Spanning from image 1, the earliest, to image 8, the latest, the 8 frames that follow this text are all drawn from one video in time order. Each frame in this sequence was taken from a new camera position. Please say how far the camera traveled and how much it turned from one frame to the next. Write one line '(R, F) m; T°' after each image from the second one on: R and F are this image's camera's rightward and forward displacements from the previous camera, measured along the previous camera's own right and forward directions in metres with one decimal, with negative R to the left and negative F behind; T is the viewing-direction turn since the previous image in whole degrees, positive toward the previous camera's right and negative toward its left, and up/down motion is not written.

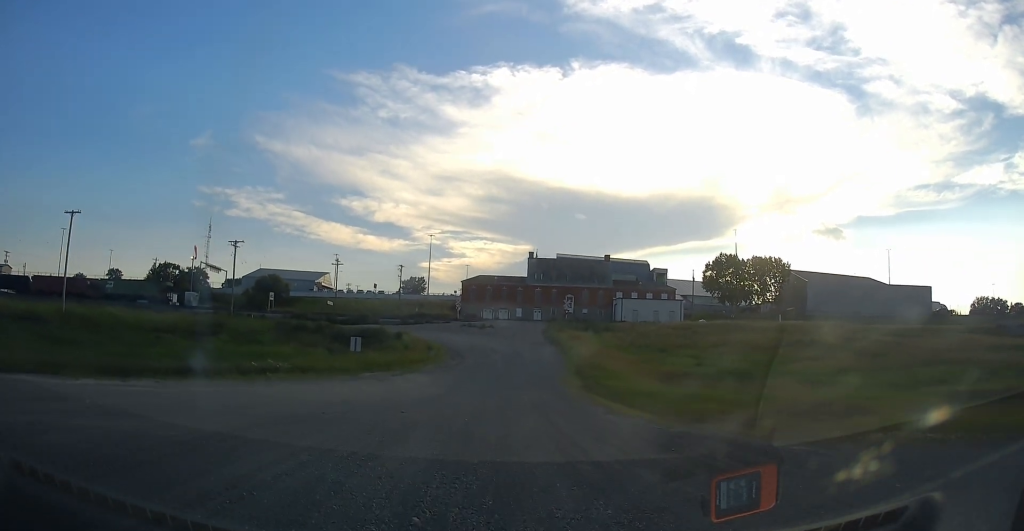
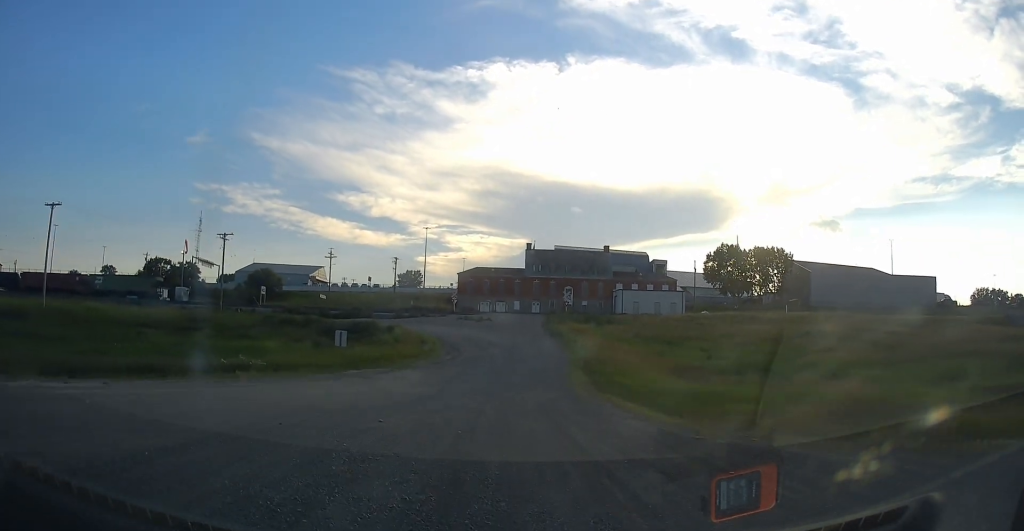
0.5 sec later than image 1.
(-0.1, +2.9) m; 0°
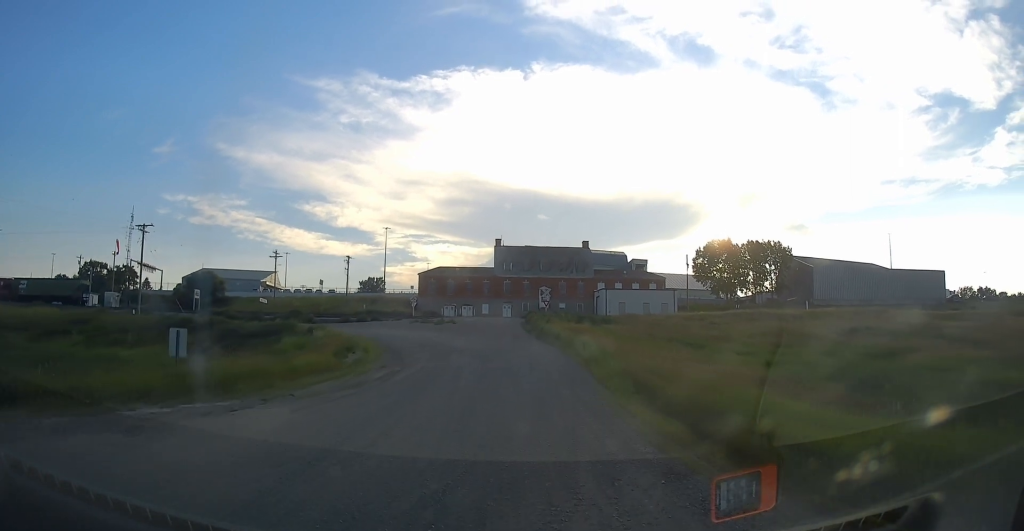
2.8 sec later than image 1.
(-0.2, +14.7) m; 0°
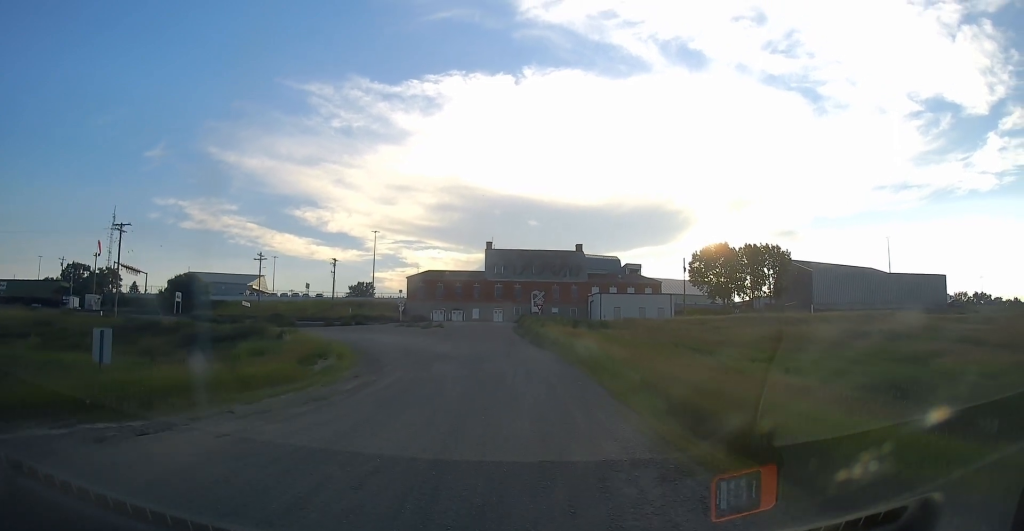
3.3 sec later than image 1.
(-0.1, +3.4) m; +1°
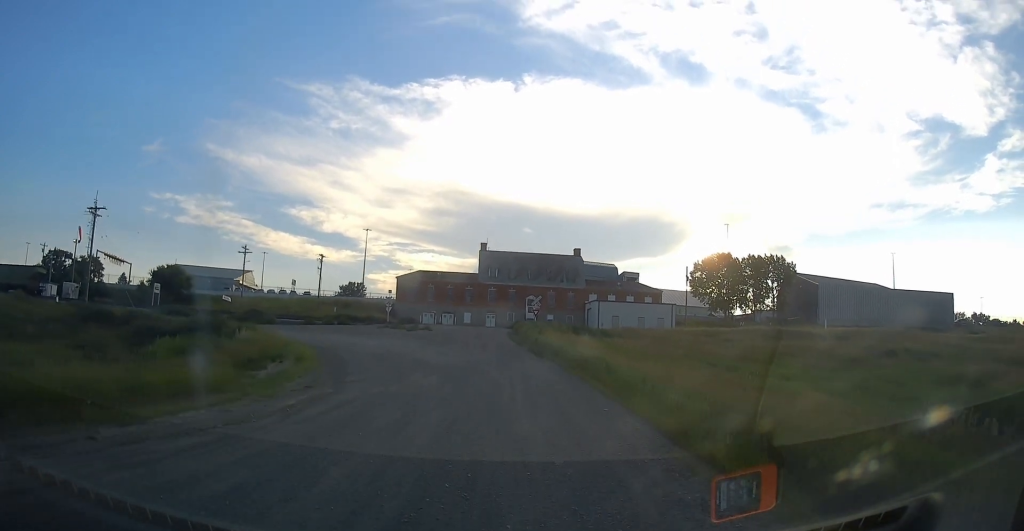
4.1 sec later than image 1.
(+0.3, +4.7) m; +3°
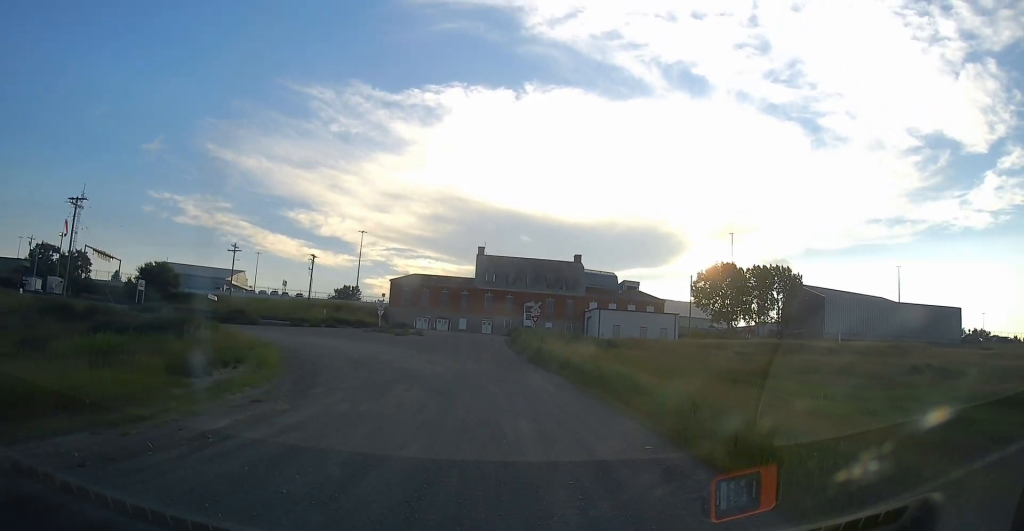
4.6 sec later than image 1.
(0.0, +3.6) m; 0°
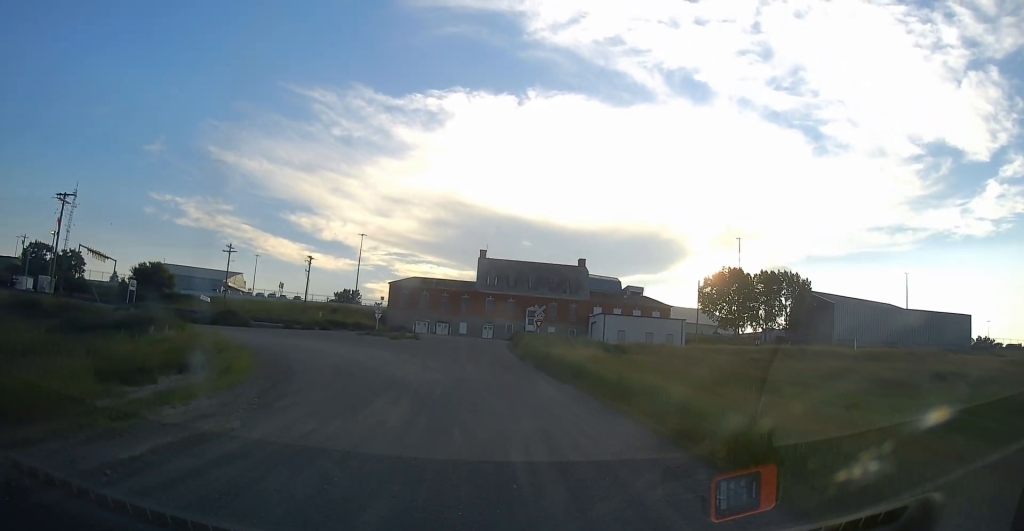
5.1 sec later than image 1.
(0.0, +2.8) m; 0°
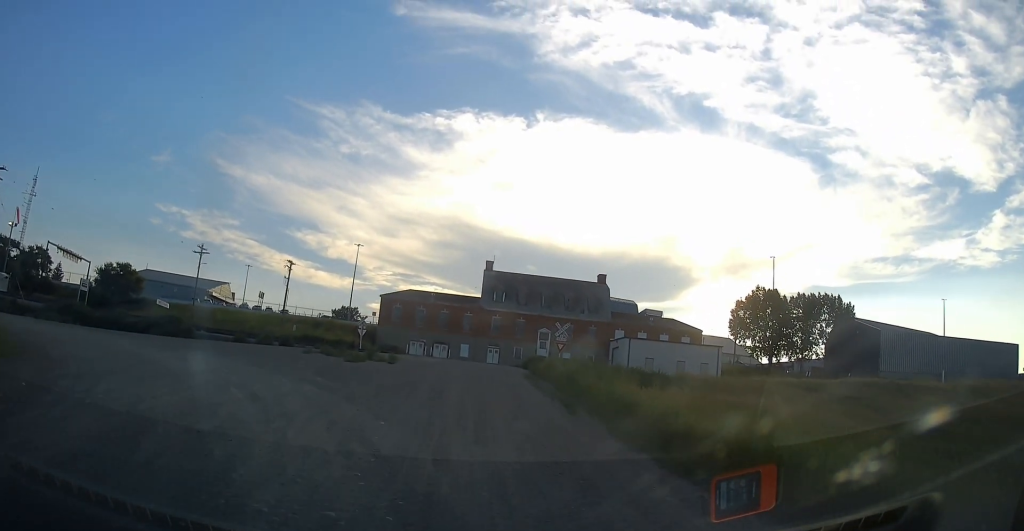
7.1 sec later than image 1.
(0.0, +13.3) m; 0°
